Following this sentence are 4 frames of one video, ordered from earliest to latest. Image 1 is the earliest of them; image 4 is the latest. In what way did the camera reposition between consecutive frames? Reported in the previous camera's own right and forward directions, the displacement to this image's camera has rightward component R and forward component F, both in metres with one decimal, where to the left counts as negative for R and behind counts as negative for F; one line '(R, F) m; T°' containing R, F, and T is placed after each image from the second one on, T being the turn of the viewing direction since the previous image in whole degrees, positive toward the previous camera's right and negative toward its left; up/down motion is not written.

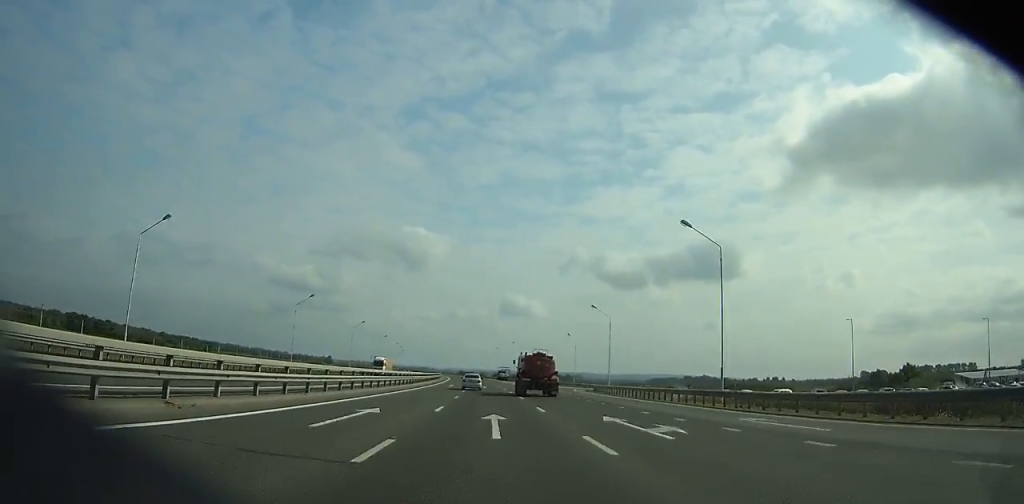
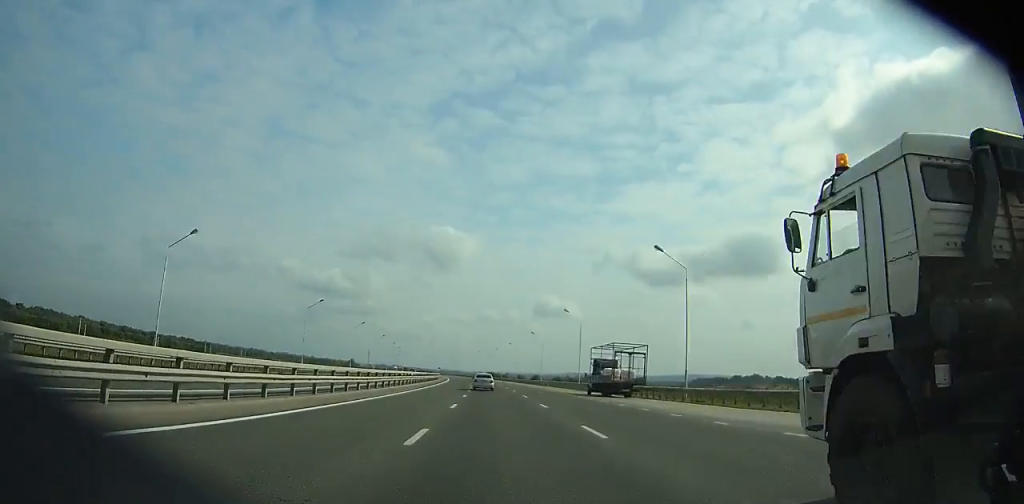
(-3.3, +114.9) m; -3°
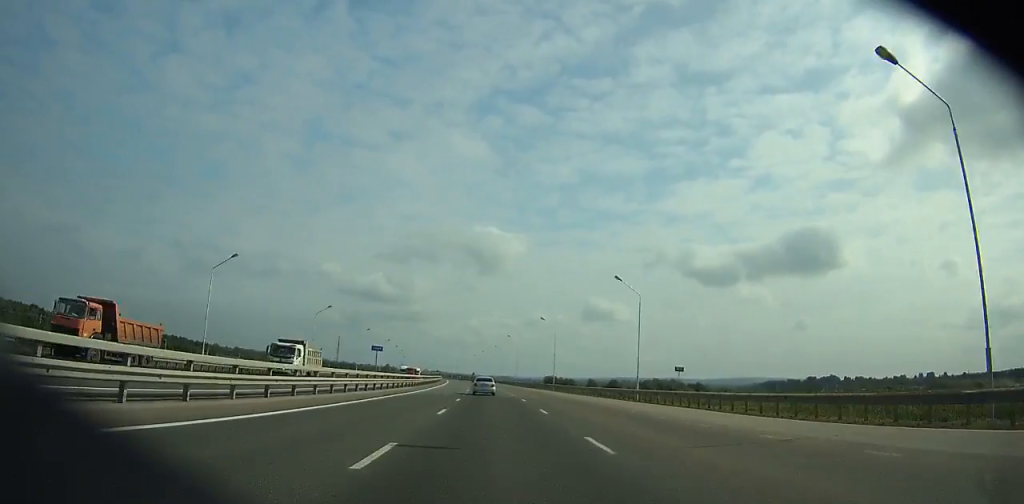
(-4.3, +149.0) m; -4°
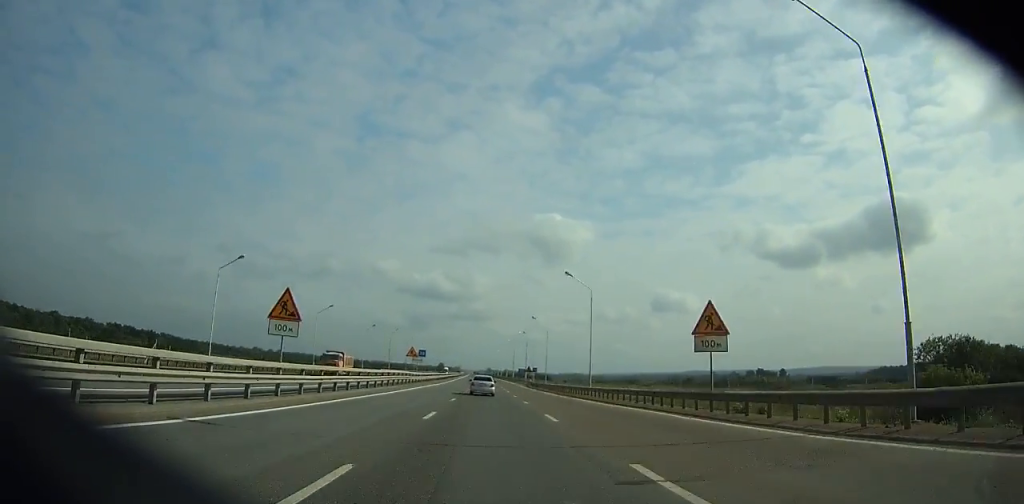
(-15.9, +232.6) m; -7°
